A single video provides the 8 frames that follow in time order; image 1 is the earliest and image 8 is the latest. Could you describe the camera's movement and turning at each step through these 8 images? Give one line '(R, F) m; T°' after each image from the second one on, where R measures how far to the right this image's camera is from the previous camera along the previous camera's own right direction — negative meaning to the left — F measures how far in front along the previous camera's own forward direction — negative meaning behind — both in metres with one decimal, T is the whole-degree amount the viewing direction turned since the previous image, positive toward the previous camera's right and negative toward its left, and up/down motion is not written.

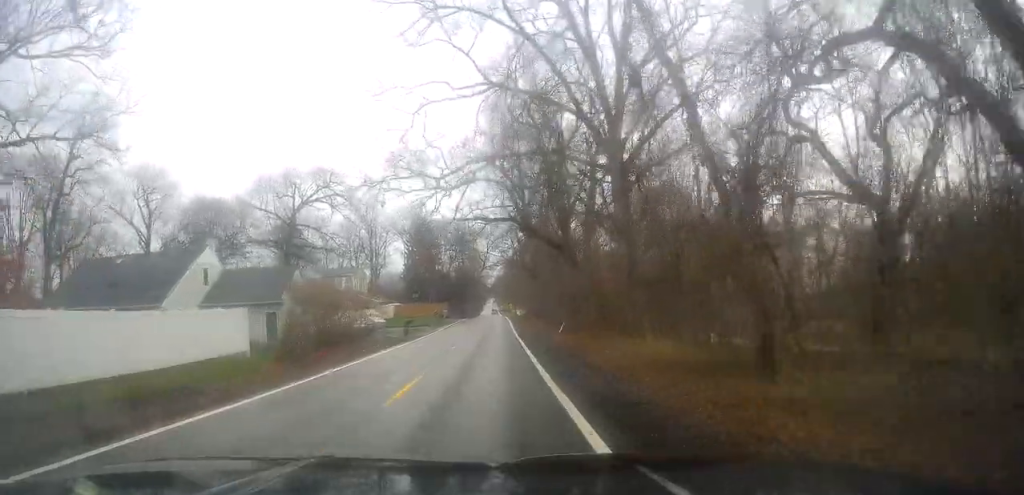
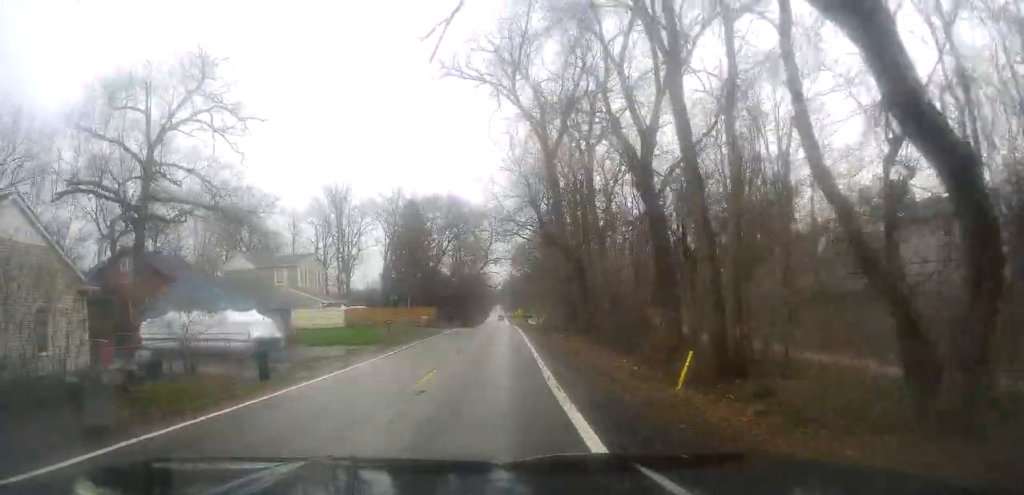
(-0.2, +28.1) m; +1°
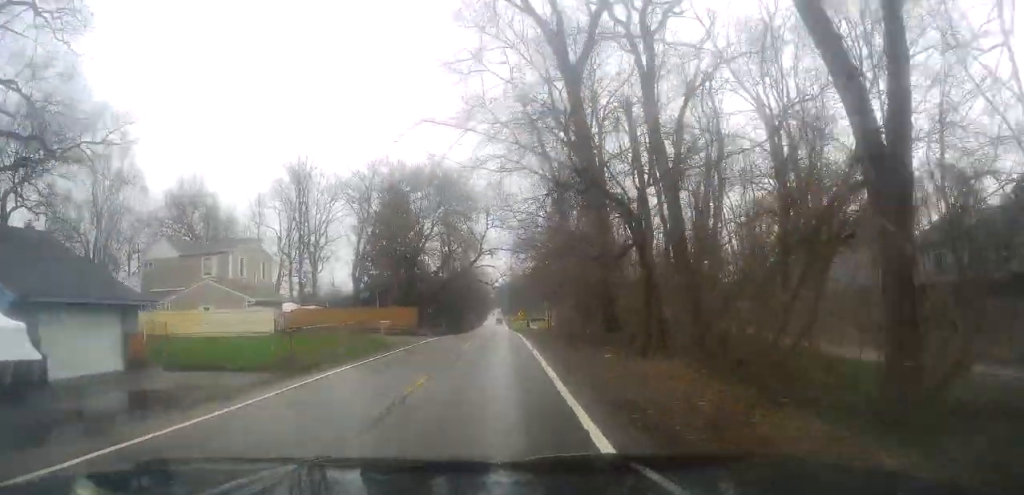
(+0.2, +16.9) m; +1°
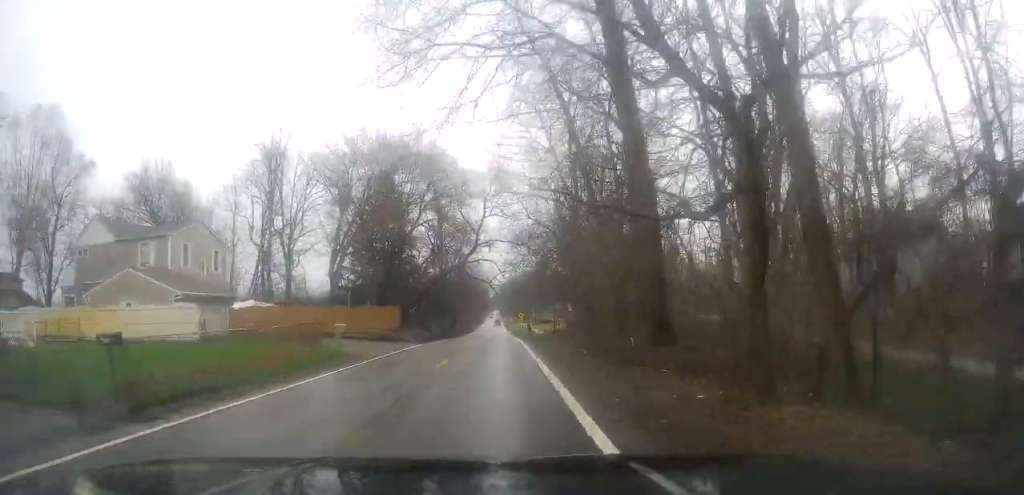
(0.0, +10.0) m; 0°
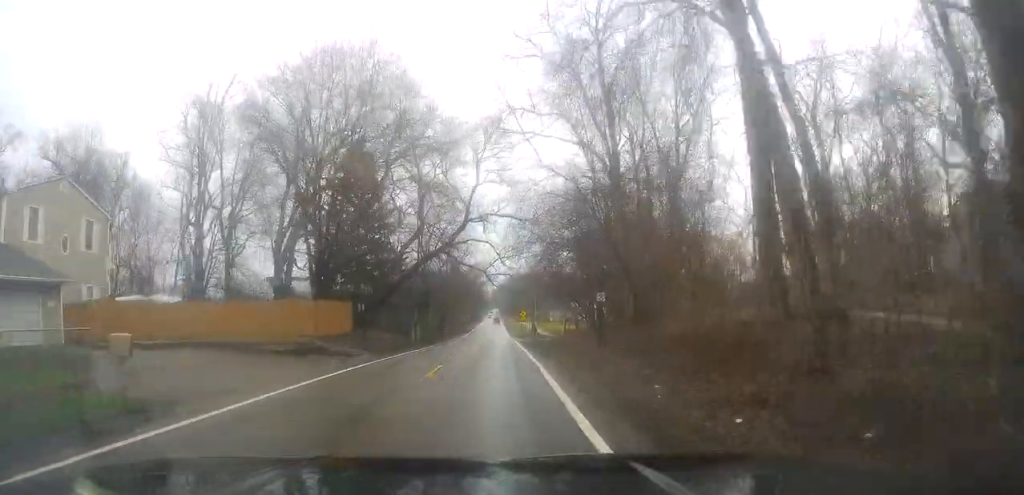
(0.0, +16.6) m; 0°
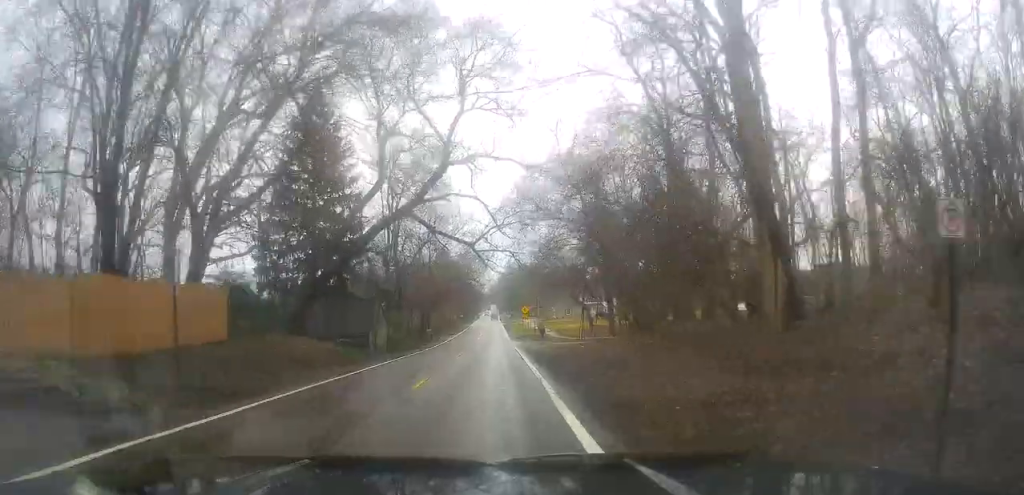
(0.0, +17.5) m; 0°
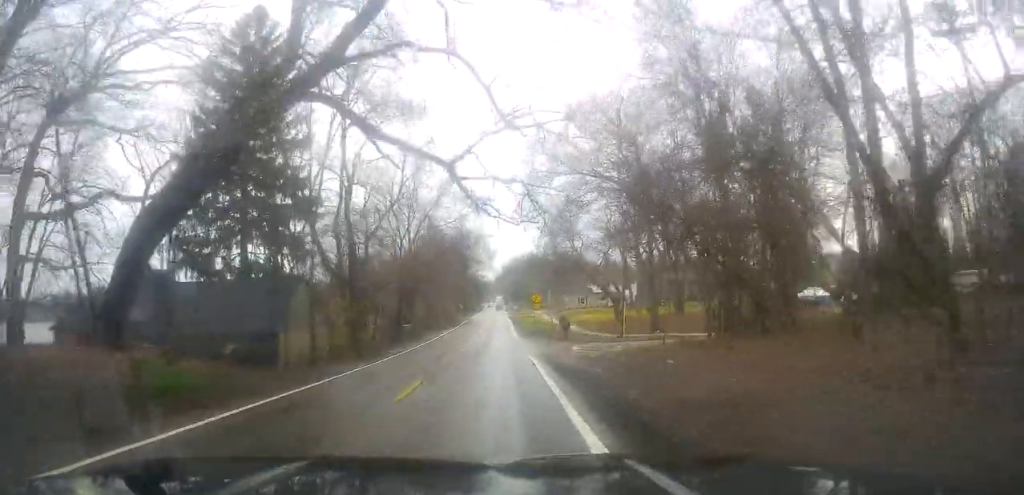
(0.0, +16.9) m; -1°
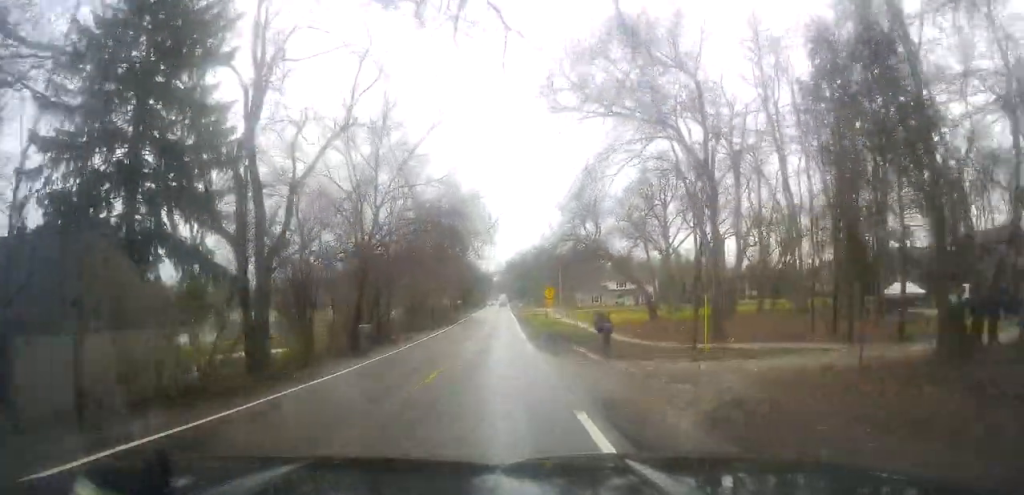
(-0.3, +14.1) m; -1°
